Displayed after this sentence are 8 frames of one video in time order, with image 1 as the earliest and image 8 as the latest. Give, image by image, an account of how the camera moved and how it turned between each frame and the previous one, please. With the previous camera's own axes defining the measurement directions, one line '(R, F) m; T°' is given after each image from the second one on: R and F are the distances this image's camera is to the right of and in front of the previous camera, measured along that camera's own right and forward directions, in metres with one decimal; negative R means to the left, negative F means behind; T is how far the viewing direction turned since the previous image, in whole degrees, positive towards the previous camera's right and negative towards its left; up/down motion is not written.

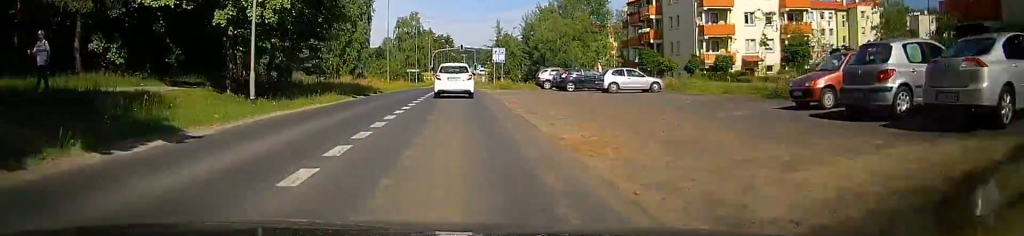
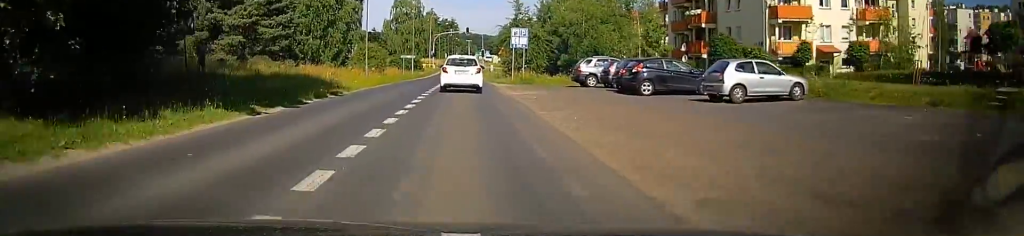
(+0.1, +14.1) m; +1°
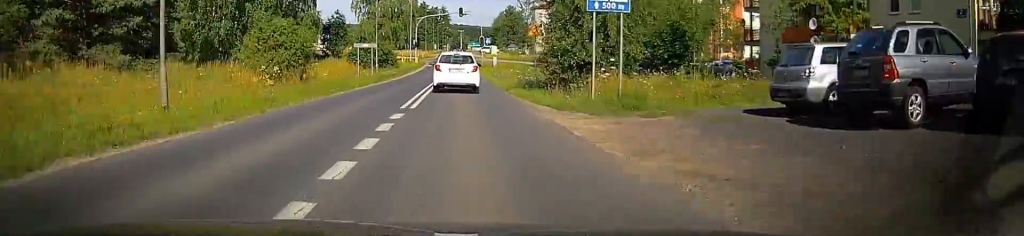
(+0.1, +25.2) m; 0°
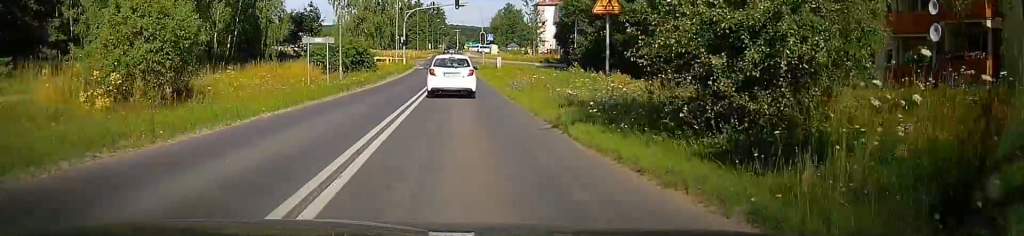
(0.0, +12.4) m; 0°
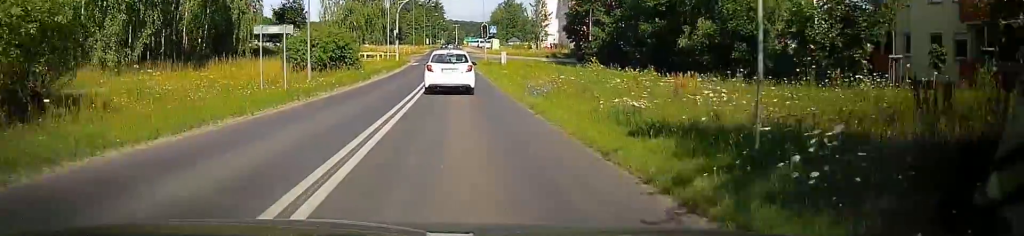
(0.0, +6.7) m; 0°
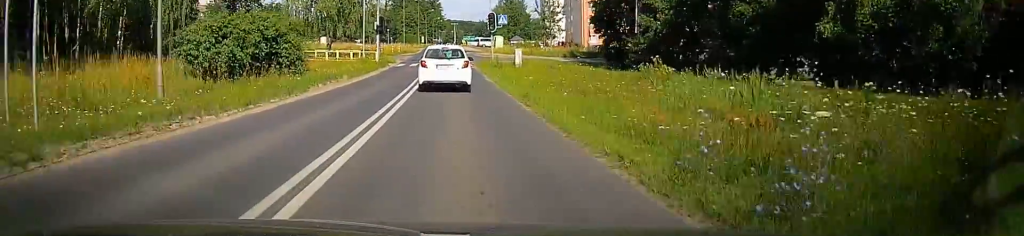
(0.0, +13.1) m; 0°
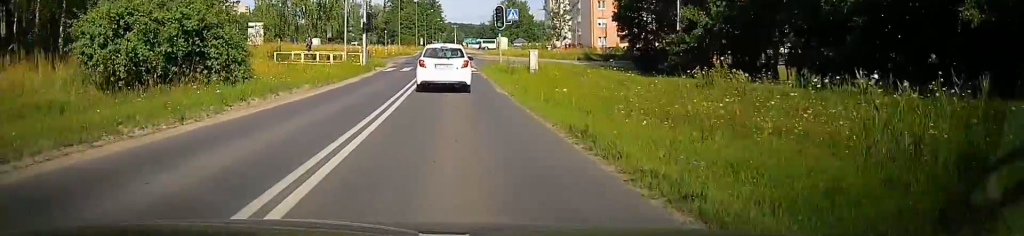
(0.0, +6.9) m; 0°
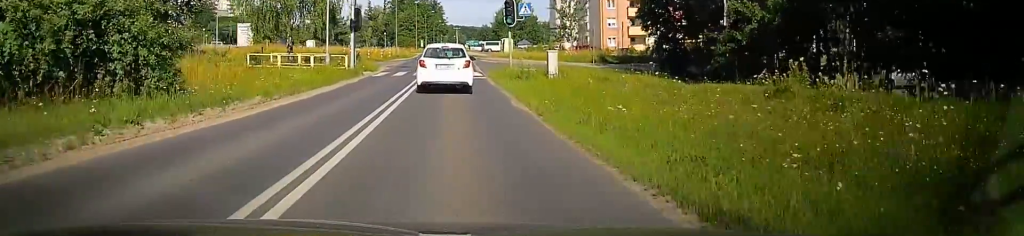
(0.0, +5.2) m; 0°
